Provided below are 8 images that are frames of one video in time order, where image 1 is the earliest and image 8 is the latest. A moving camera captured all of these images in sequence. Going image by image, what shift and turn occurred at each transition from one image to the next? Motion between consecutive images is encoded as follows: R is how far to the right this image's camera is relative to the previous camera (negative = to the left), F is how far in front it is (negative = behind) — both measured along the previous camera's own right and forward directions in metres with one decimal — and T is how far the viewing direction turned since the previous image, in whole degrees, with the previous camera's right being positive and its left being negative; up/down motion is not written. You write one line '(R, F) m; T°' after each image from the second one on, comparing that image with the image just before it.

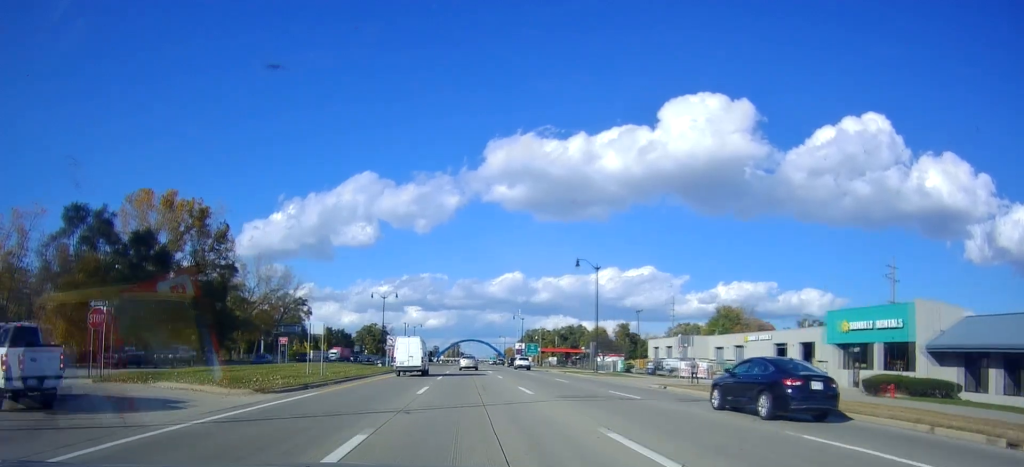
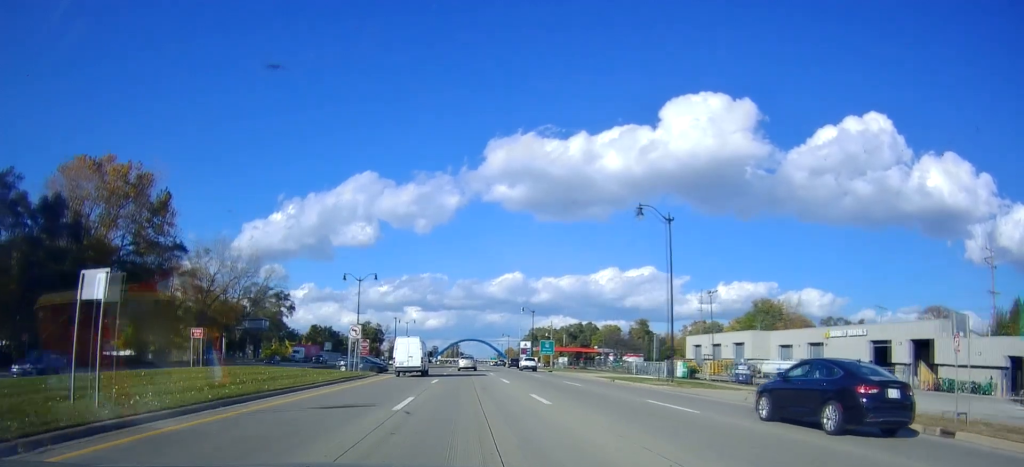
(+0.1, +20.3) m; -1°
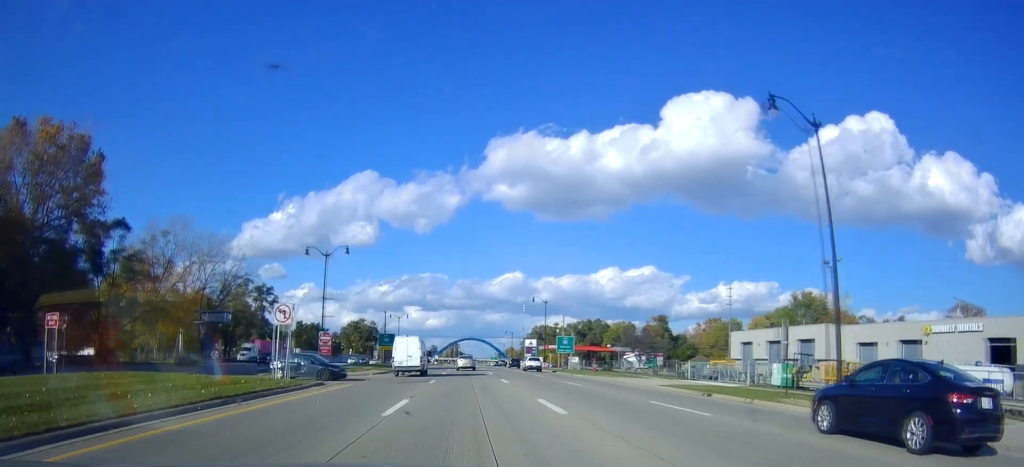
(-0.2, +16.9) m; -2°
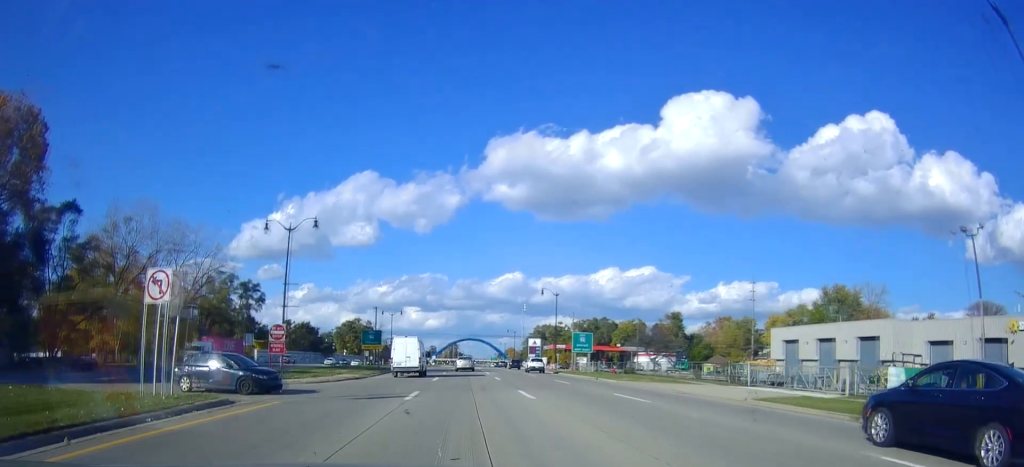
(-0.1, +11.3) m; -1°
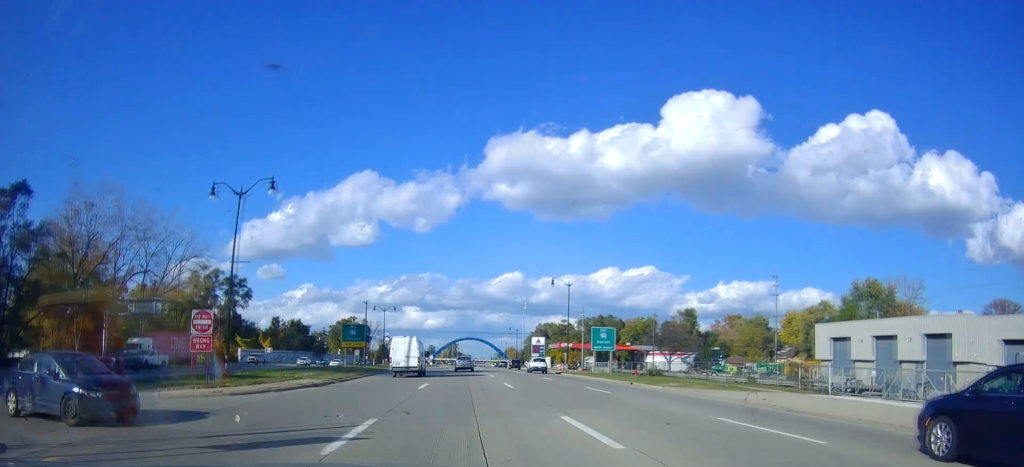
(-0.2, +9.8) m; +1°
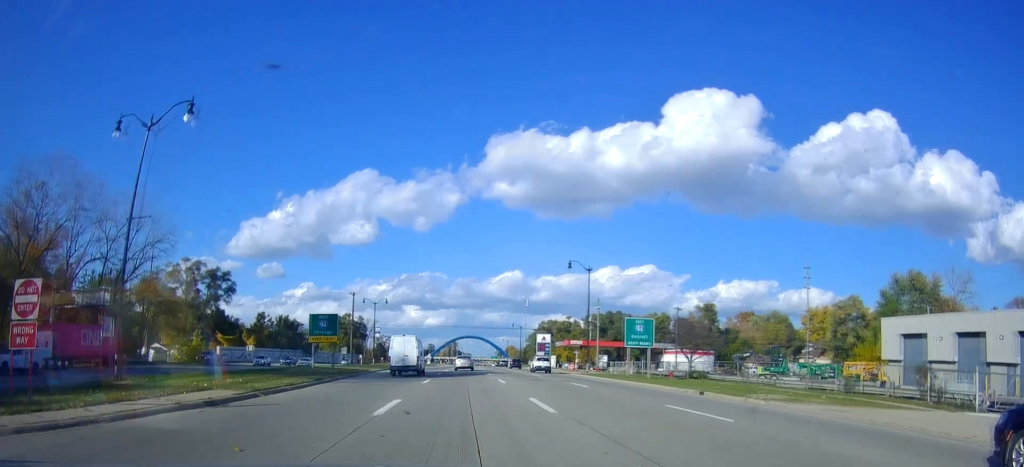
(-0.1, +11.2) m; +1°
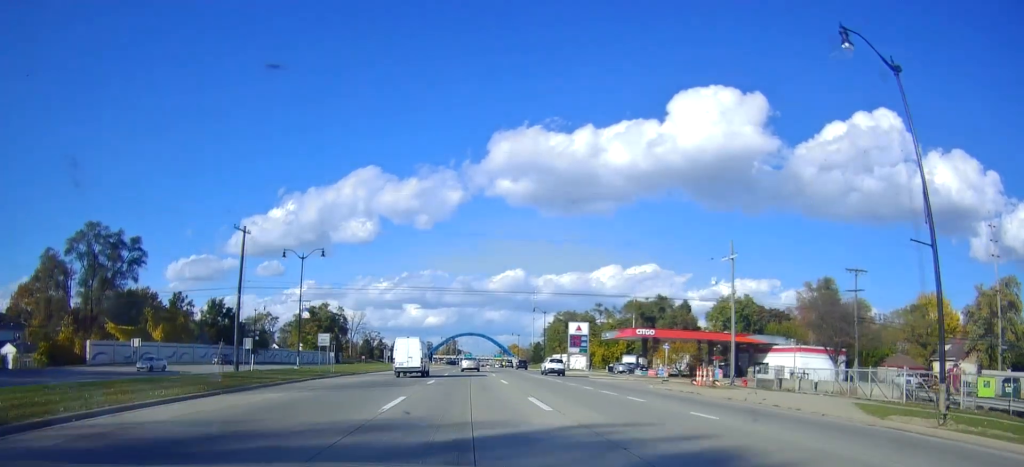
(+0.9, +44.5) m; 0°
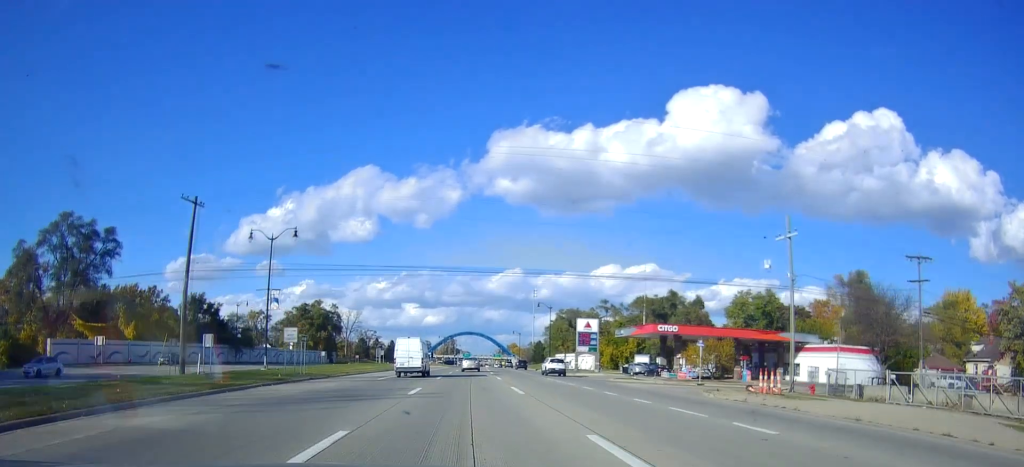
(-0.4, +8.7) m; 0°
